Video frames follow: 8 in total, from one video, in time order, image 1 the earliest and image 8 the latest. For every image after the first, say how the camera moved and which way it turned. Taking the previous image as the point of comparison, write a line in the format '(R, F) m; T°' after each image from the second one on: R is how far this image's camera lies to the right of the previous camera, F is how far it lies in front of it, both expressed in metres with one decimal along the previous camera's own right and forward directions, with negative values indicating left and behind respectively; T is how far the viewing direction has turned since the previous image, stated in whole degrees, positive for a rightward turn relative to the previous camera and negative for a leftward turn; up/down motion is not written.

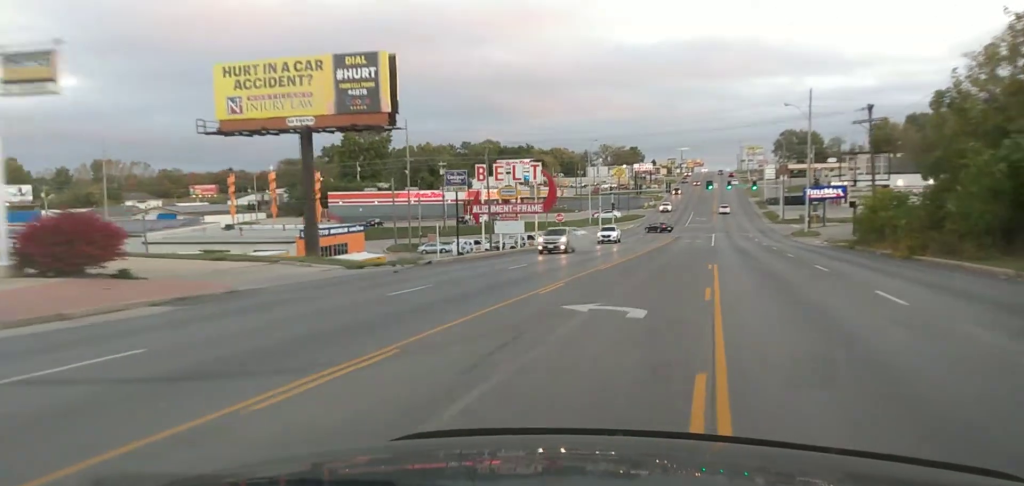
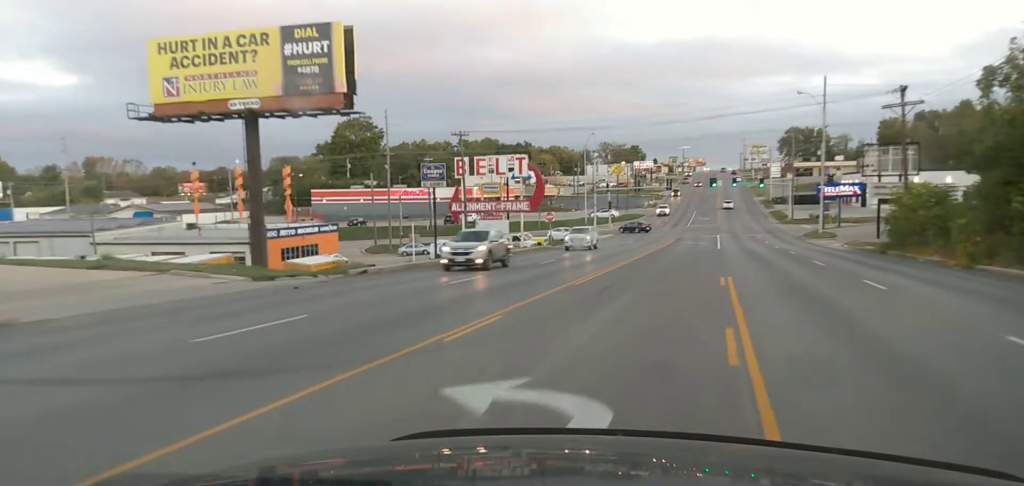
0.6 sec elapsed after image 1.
(+0.1, +7.7) m; -1°
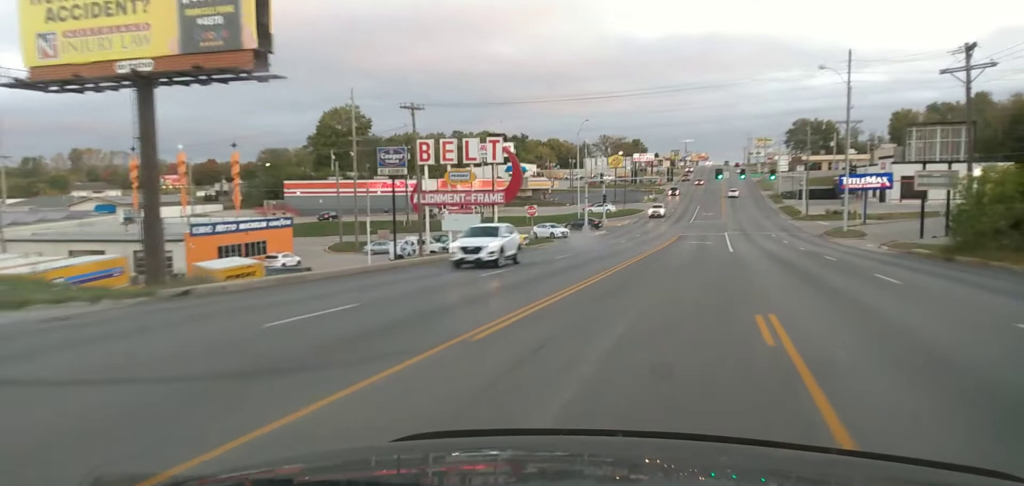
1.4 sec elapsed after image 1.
(0.0, +11.5) m; -1°
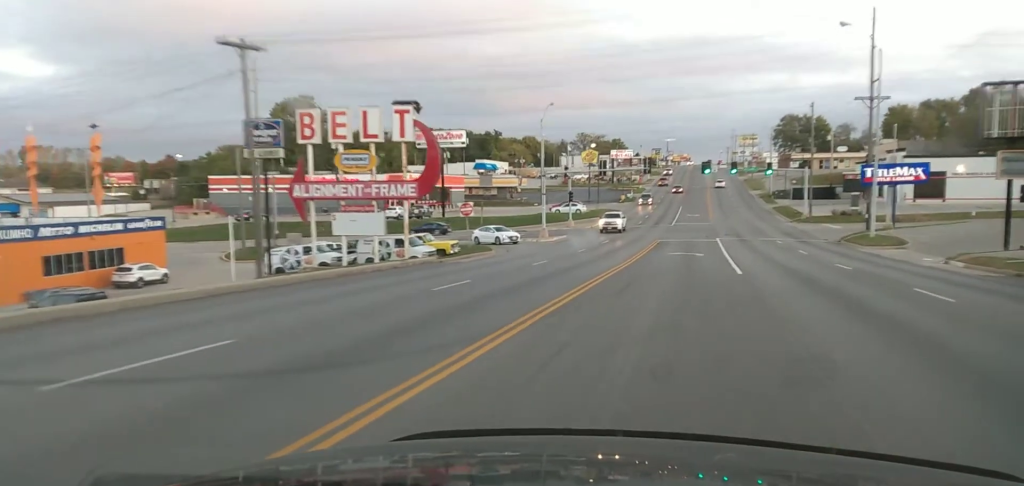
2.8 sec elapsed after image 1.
(-0.3, +17.1) m; +2°
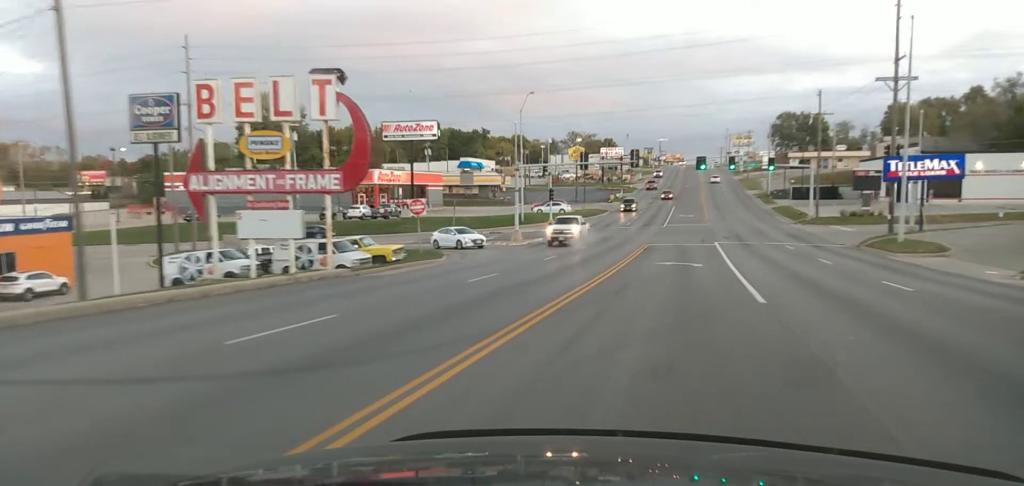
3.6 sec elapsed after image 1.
(+0.3, +9.6) m; +2°
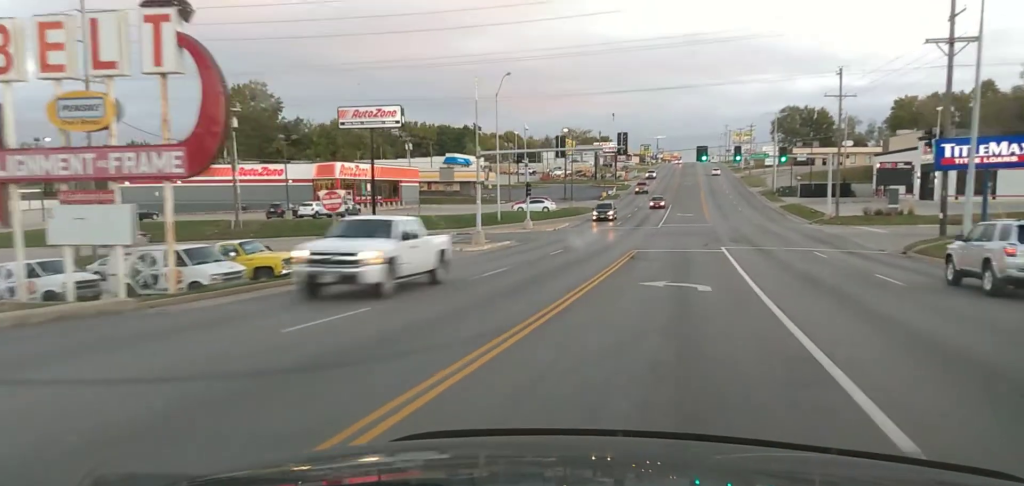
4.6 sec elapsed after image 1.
(+0.1, +11.1) m; -1°
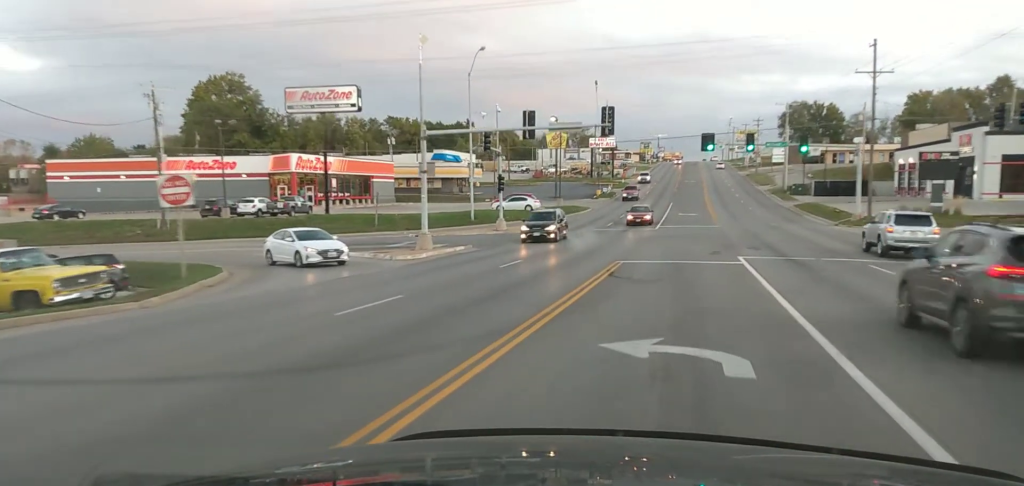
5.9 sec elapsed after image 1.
(-0.3, +11.8) m; -1°
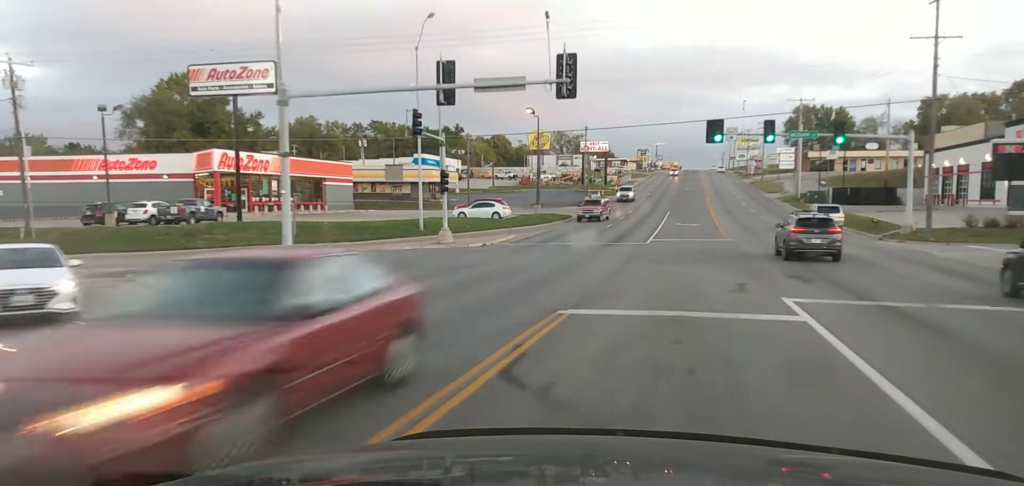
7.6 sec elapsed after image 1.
(+0.6, +13.7) m; +3°
